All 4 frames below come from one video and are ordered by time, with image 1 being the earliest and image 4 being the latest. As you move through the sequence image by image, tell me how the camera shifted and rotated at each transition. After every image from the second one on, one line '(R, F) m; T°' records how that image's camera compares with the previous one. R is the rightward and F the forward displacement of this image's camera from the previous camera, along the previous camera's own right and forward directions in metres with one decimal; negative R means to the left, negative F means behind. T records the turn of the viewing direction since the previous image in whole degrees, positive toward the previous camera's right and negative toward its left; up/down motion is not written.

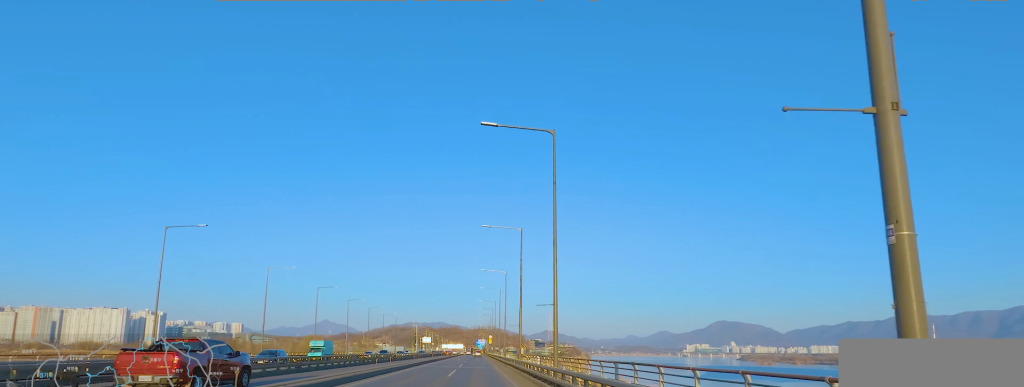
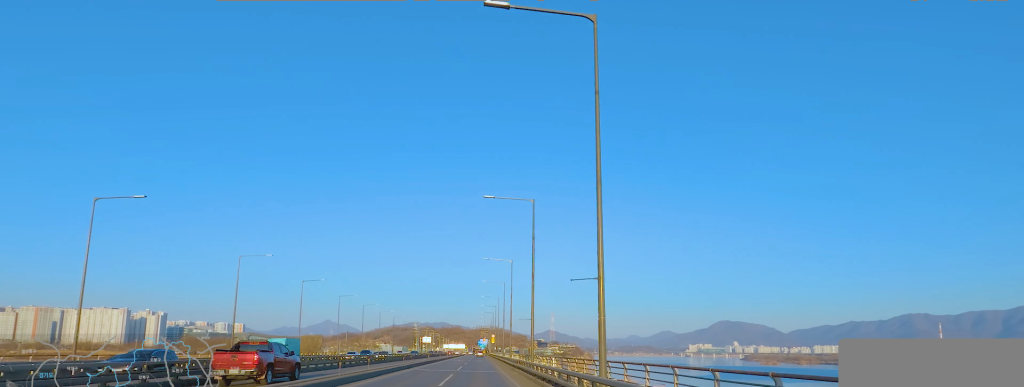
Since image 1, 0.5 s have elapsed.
(0.0, +8.5) m; 0°
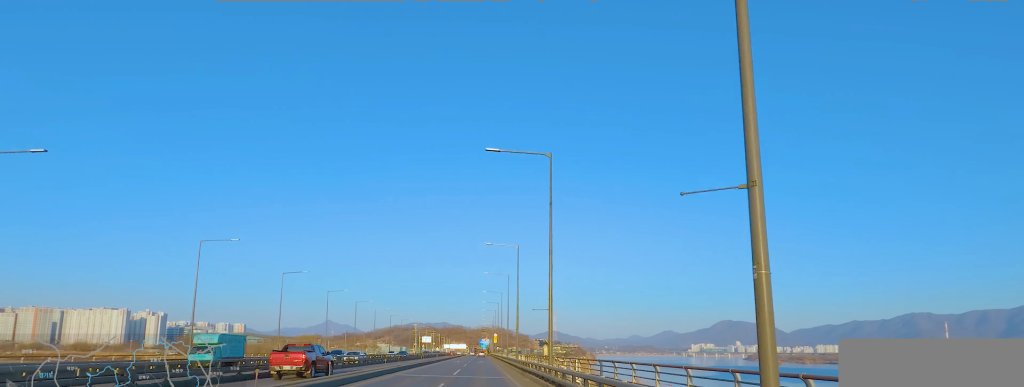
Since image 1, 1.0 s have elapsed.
(0.0, +8.6) m; 0°
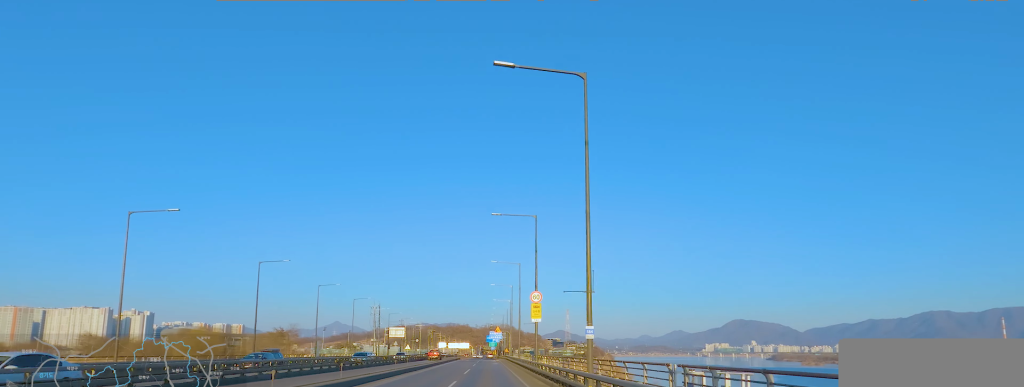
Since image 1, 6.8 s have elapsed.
(+0.3, +104.4) m; -3°
